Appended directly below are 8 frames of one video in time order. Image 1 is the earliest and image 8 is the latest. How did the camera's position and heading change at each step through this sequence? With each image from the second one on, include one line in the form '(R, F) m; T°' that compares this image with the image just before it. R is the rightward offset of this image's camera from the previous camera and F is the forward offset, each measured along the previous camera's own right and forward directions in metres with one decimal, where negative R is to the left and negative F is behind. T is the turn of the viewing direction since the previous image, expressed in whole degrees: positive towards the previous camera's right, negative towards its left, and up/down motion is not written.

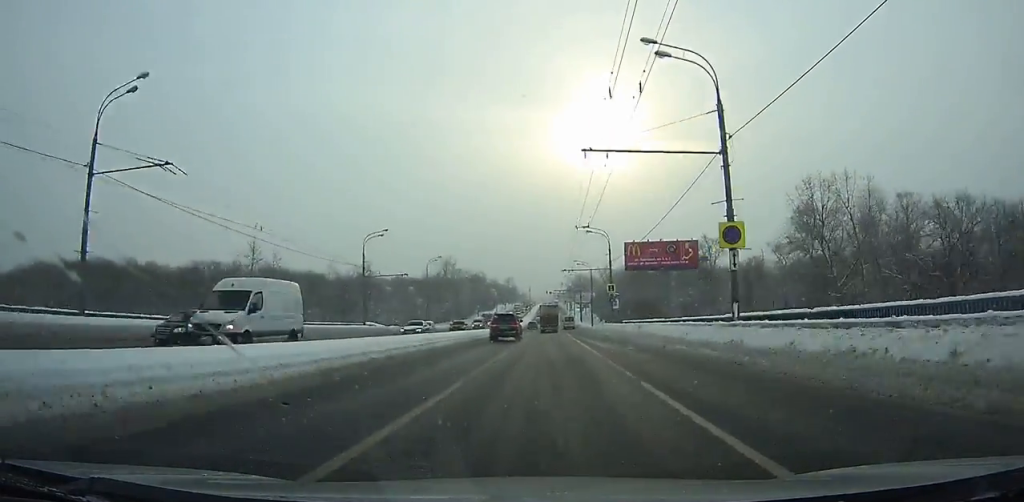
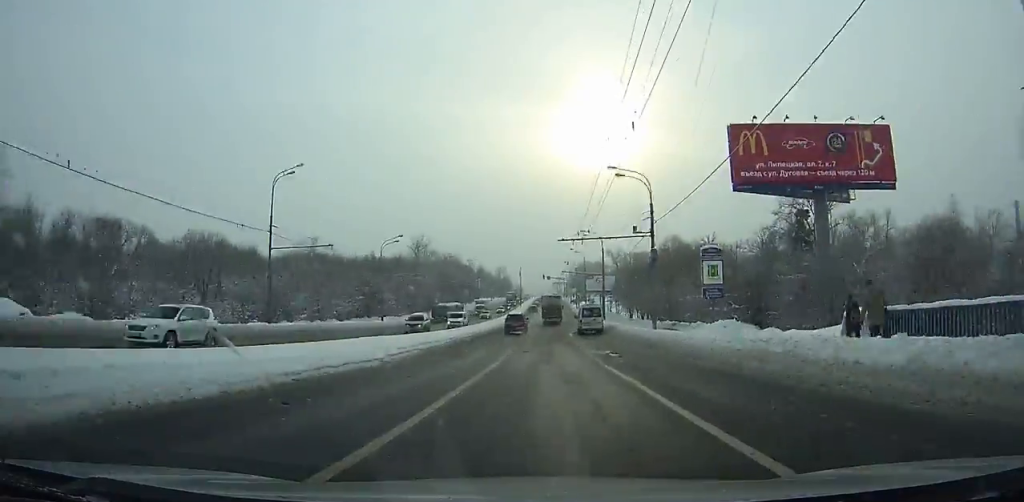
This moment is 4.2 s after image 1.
(+0.3, +58.3) m; 0°
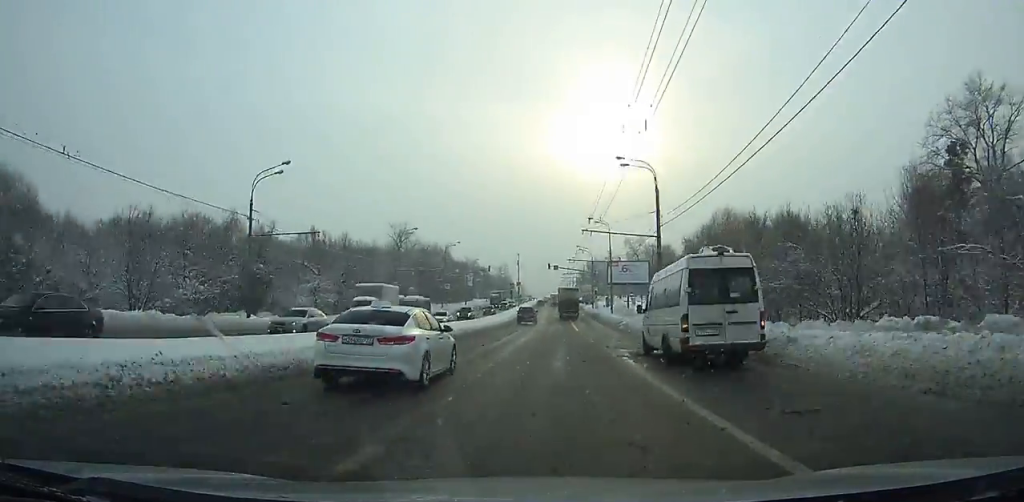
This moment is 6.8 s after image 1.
(-0.1, +35.6) m; 0°
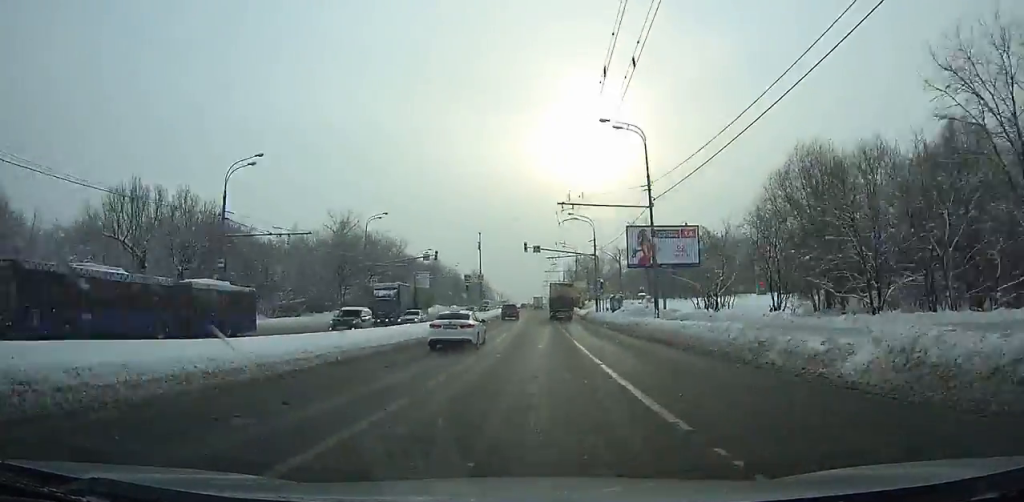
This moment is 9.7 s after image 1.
(+0.2, +39.0) m; 0°
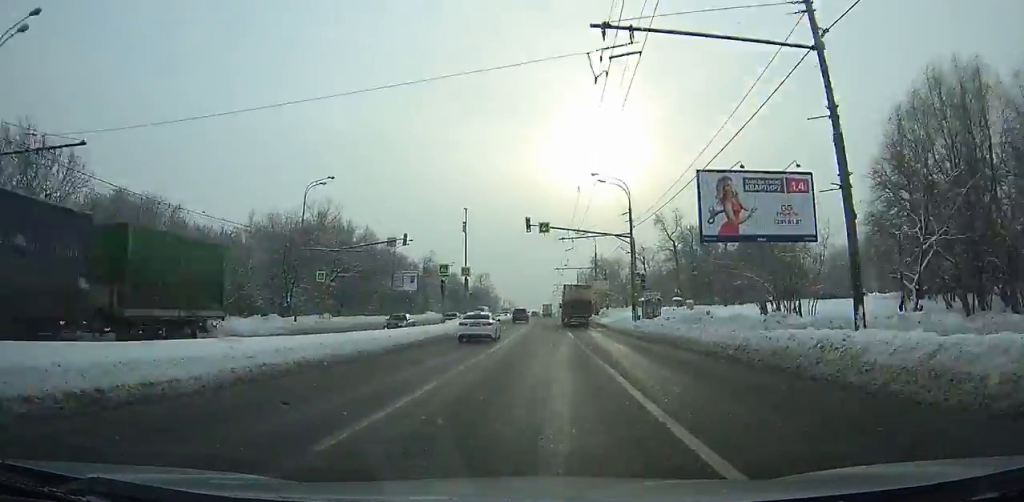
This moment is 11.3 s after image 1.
(-0.1, +21.0) m; 0°
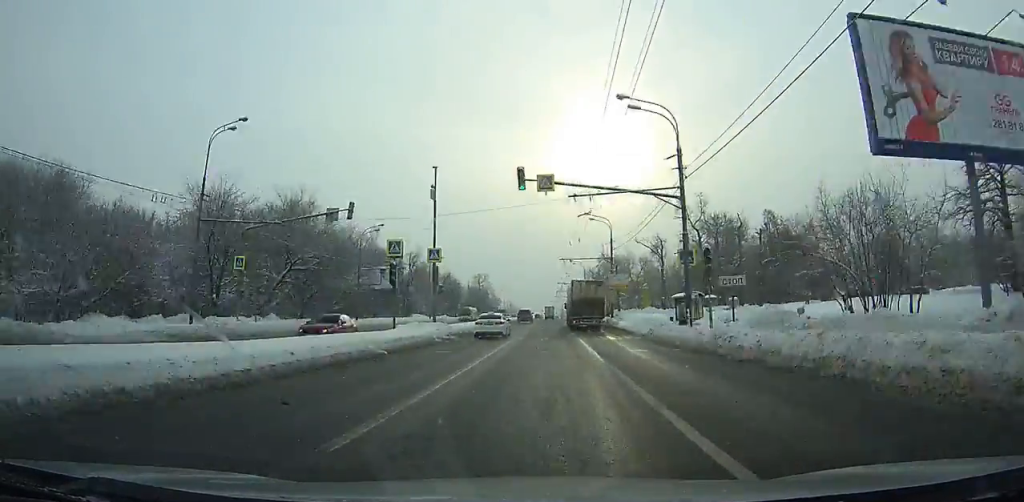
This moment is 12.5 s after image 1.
(0.0, +15.8) m; 0°
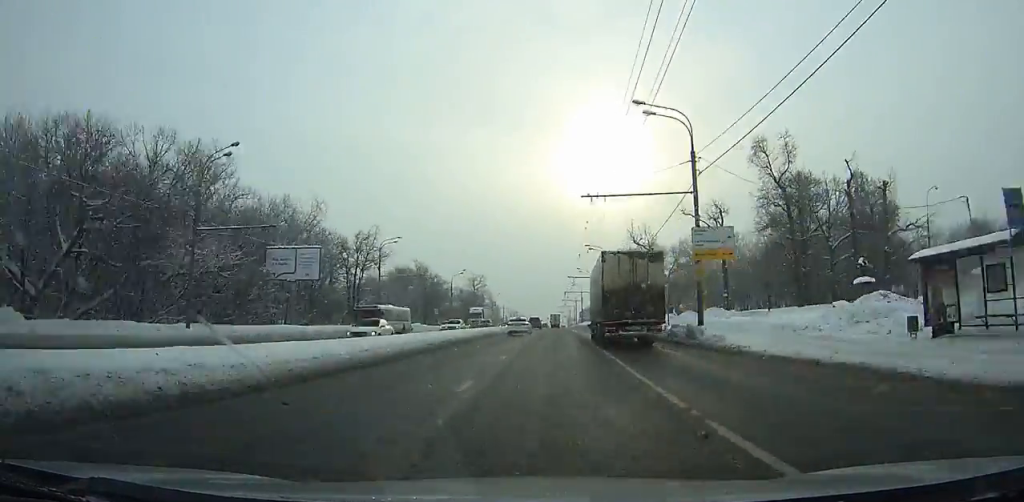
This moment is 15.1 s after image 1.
(-0.2, +33.5) m; 0°
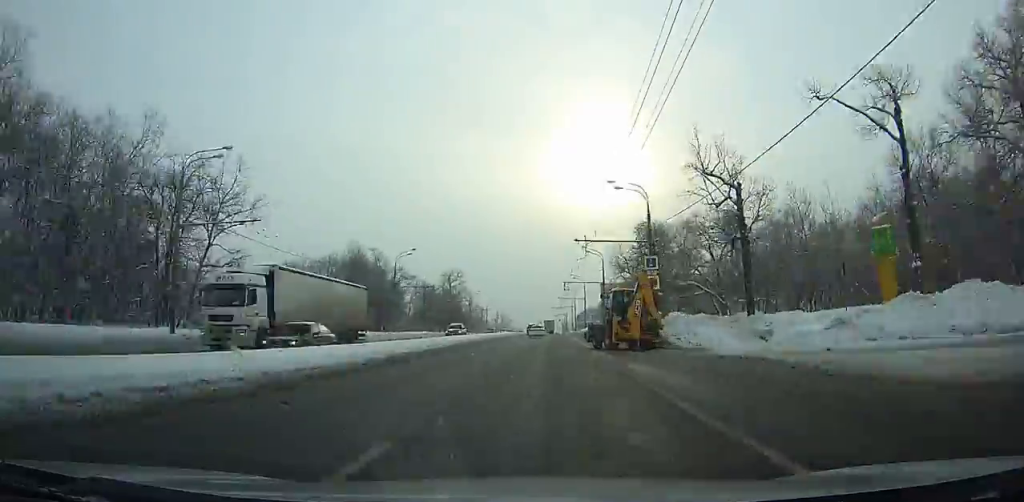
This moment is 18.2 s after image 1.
(+0.1, +39.5) m; 0°
